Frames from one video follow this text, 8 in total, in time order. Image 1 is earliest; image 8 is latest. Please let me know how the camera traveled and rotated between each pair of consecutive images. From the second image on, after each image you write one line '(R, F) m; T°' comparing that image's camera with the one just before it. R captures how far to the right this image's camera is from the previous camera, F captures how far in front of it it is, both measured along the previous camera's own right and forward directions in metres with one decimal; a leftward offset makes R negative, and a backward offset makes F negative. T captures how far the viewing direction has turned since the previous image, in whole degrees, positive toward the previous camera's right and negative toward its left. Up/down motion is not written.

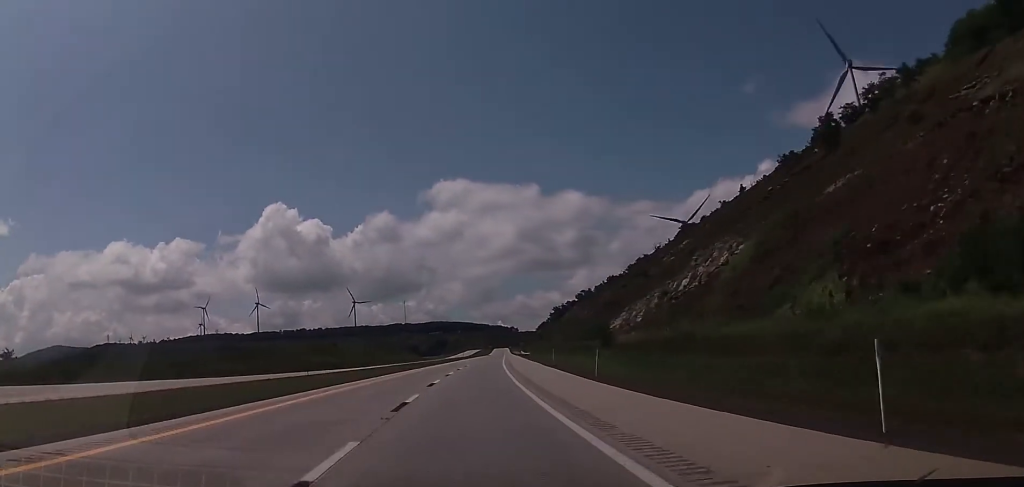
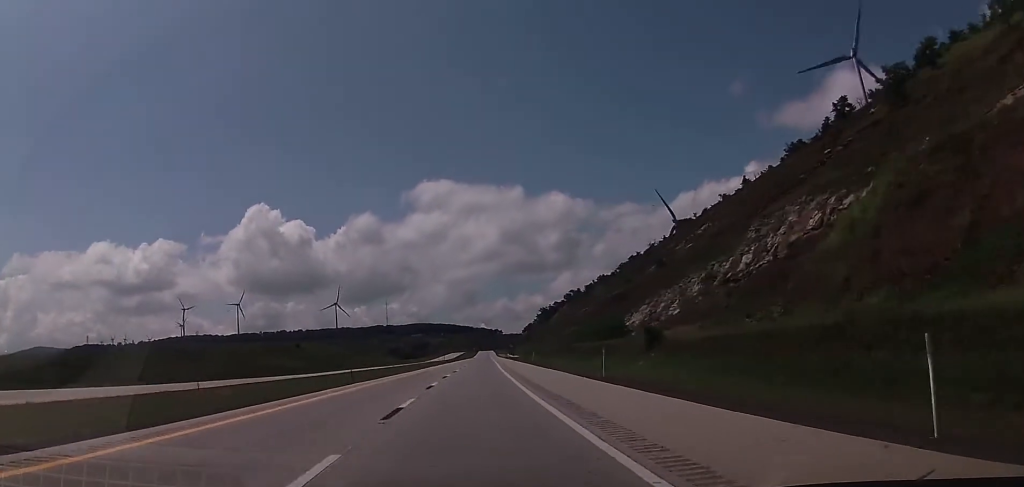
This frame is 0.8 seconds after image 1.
(+0.4, +25.2) m; +2°
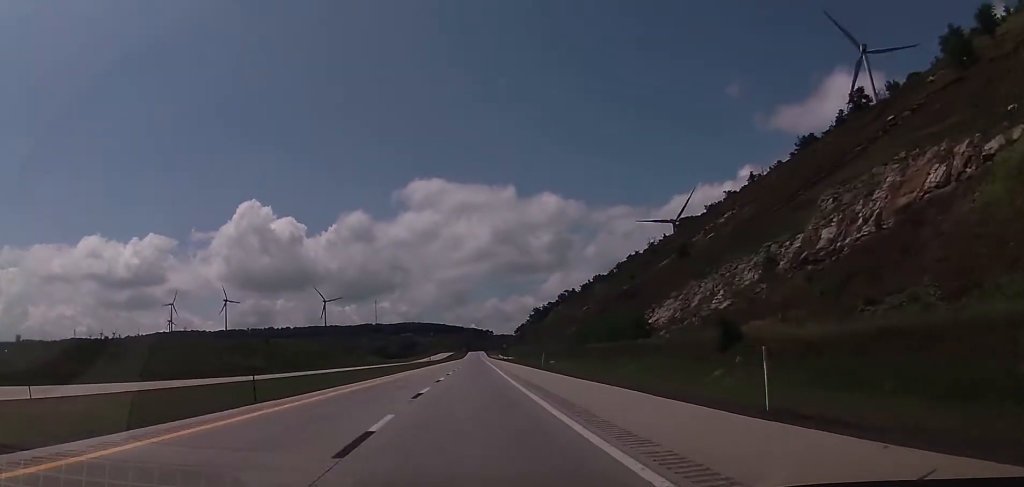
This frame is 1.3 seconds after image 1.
(0.0, +17.6) m; +1°
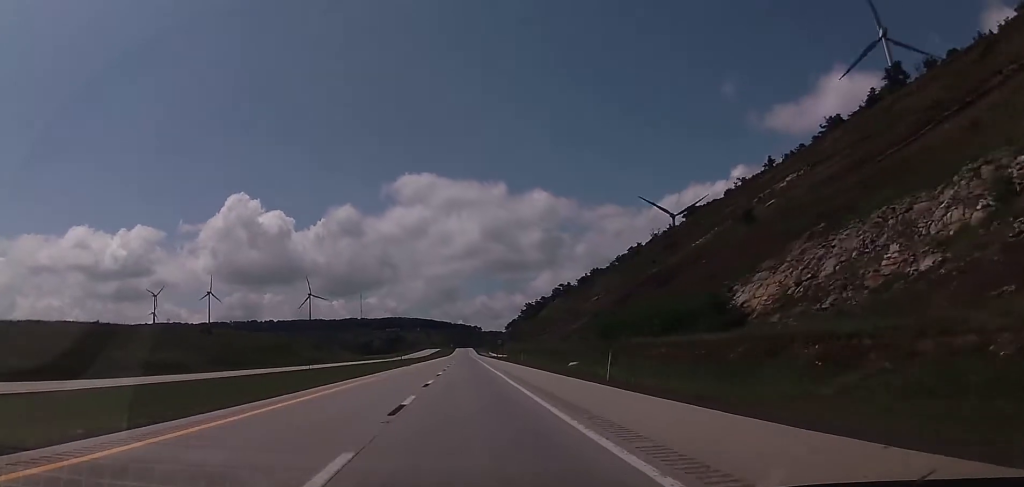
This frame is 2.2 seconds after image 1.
(+0.9, +30.7) m; +1°
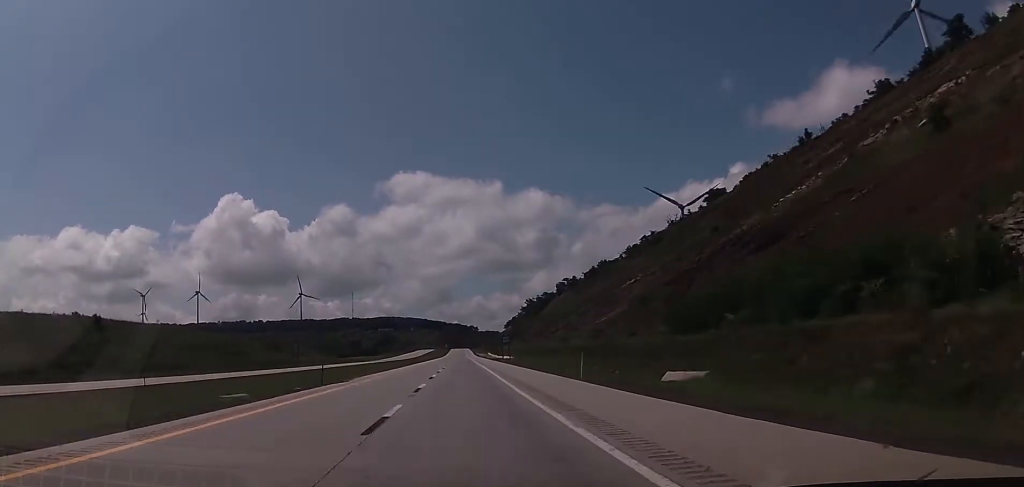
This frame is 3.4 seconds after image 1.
(-0.3, +39.6) m; 0°
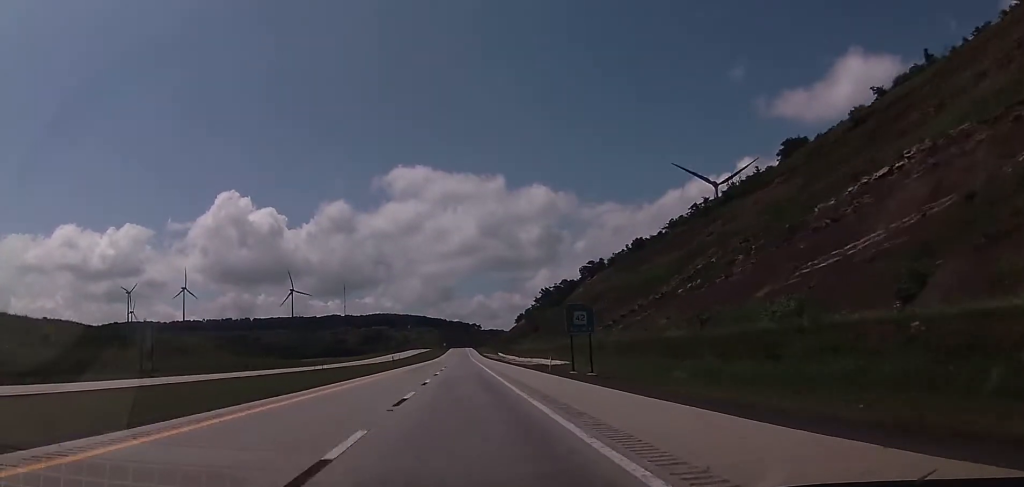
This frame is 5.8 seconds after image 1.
(+0.4, +79.0) m; 0°
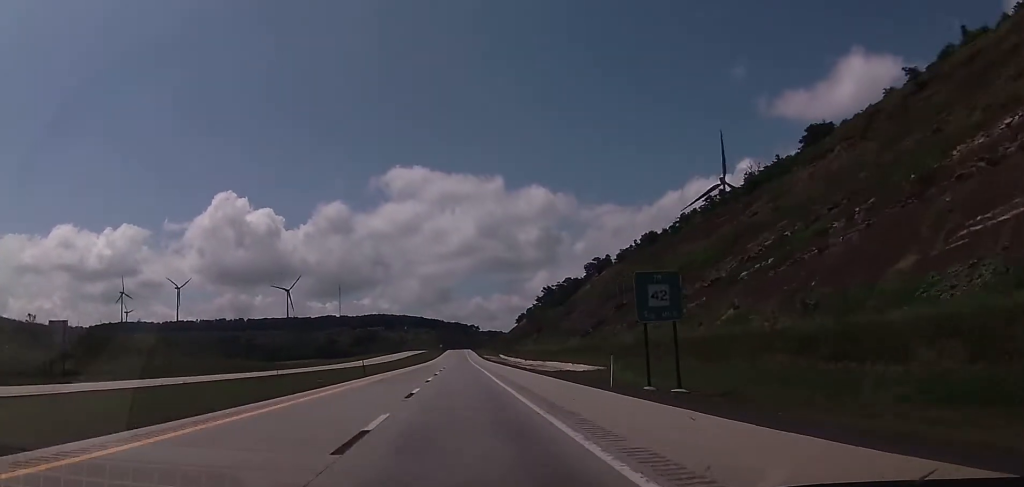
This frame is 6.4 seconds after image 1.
(-0.1, +19.8) m; 0°
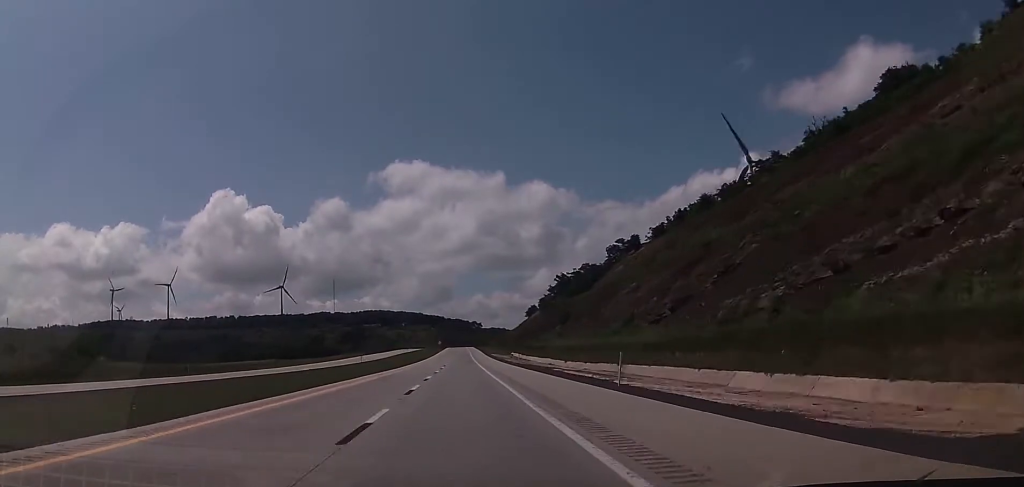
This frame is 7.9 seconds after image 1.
(+0.8, +48.4) m; +1°
